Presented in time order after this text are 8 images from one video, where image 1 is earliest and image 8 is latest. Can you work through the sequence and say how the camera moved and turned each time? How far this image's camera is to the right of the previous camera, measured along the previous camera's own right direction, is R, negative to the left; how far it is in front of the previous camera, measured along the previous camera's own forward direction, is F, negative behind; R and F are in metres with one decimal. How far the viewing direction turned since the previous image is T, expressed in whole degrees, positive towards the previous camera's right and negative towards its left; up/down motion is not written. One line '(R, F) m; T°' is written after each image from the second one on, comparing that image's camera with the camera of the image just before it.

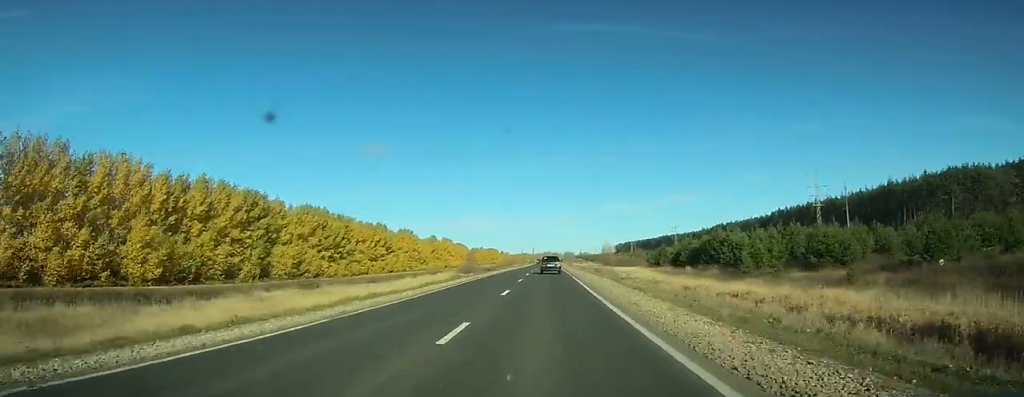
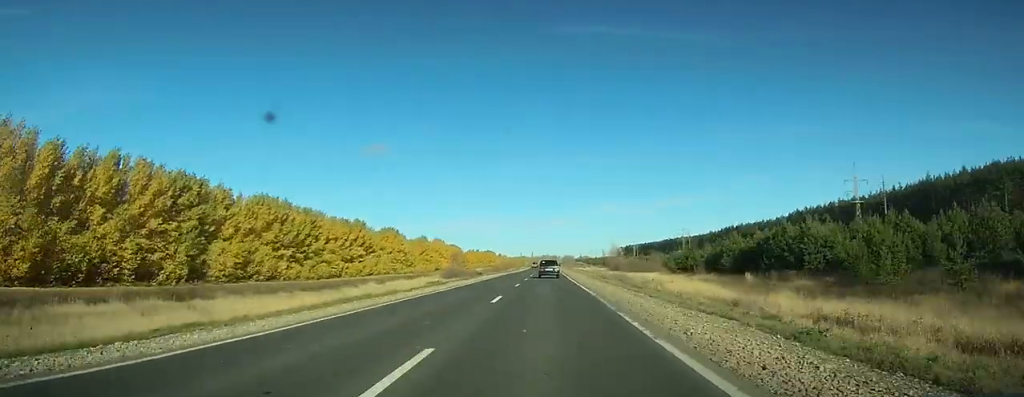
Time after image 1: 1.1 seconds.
(+0.1, +26.1) m; 0°
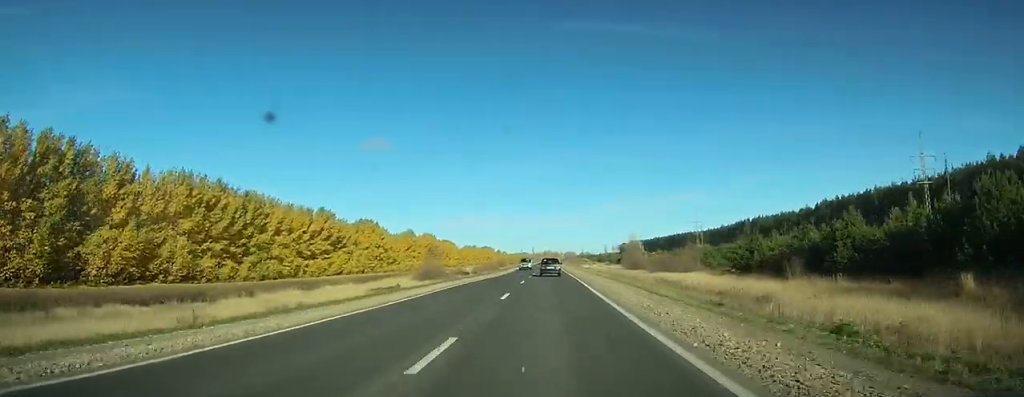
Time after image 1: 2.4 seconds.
(+0.1, +32.9) m; 0°
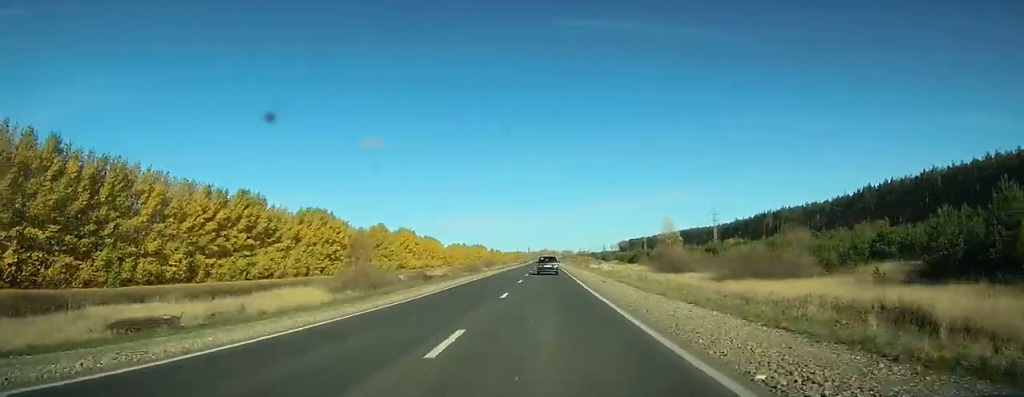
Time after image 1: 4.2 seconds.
(+0.1, +45.0) m; 0°
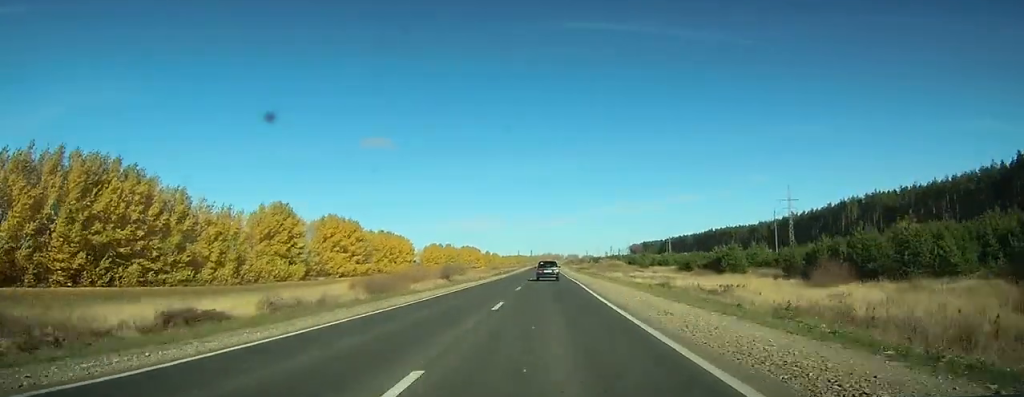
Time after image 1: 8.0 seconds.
(-0.2, +95.5) m; 0°
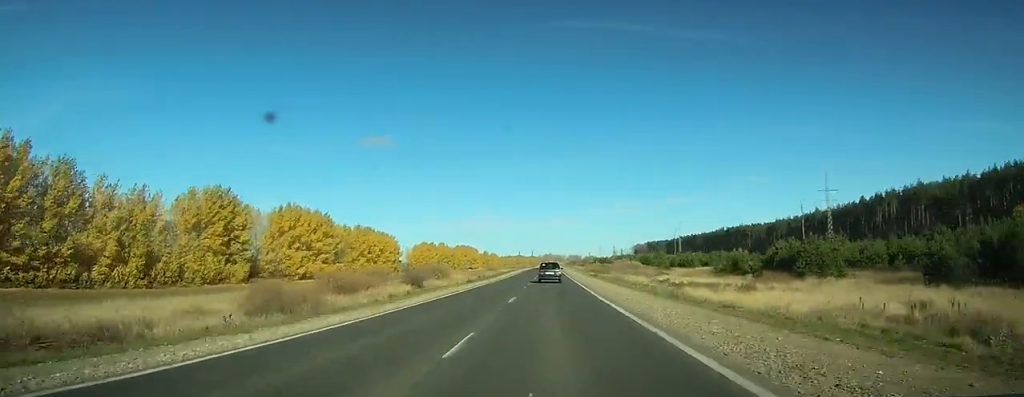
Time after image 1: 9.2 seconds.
(-0.1, +29.5) m; 0°
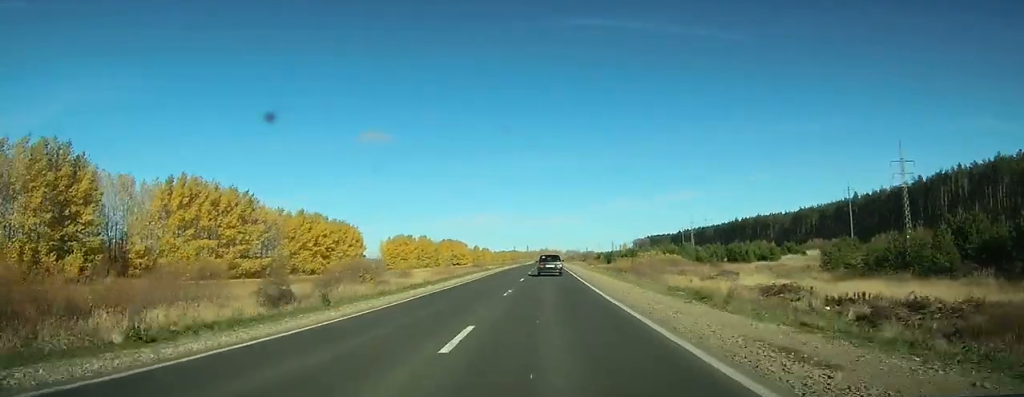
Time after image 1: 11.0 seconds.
(+0.1, +42.4) m; 0°
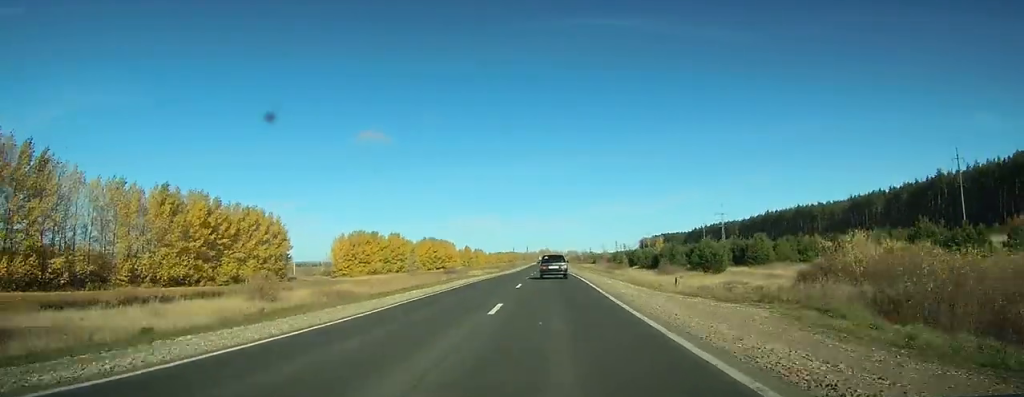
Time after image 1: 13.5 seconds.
(+0.1, +55.2) m; 0°
